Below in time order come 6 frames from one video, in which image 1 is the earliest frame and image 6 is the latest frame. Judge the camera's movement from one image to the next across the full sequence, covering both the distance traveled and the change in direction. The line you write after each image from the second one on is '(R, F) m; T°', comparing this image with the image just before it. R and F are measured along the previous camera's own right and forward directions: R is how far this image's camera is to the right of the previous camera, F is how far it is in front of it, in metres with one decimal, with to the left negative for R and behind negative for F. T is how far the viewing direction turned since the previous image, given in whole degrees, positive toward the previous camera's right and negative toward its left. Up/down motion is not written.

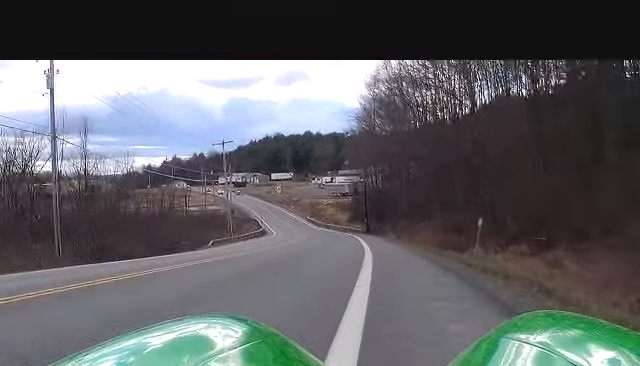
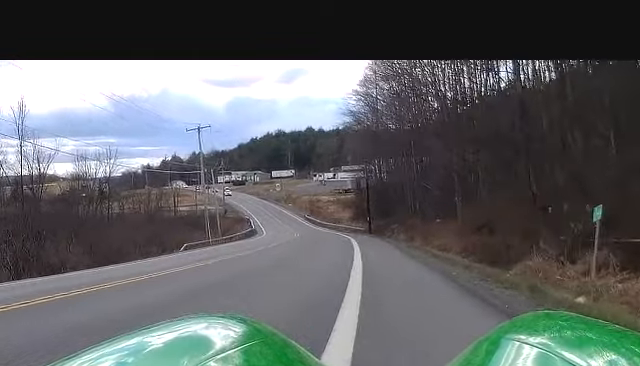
(-0.1, +11.4) m; -2°
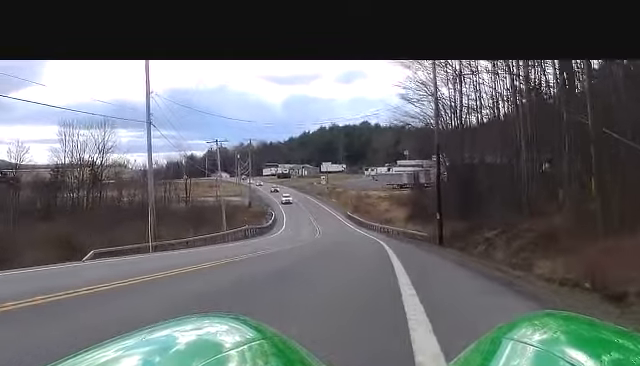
(-0.2, +34.0) m; 0°
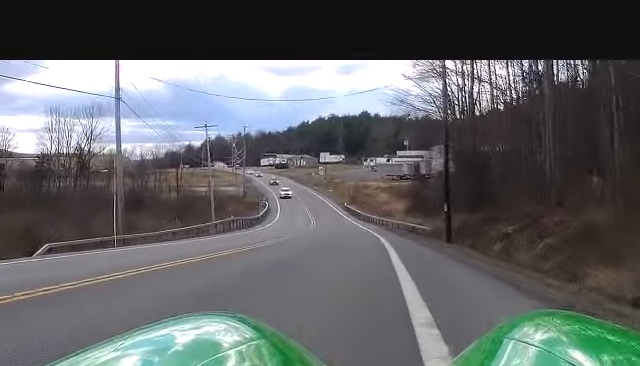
(+0.1, +5.1) m; -1°
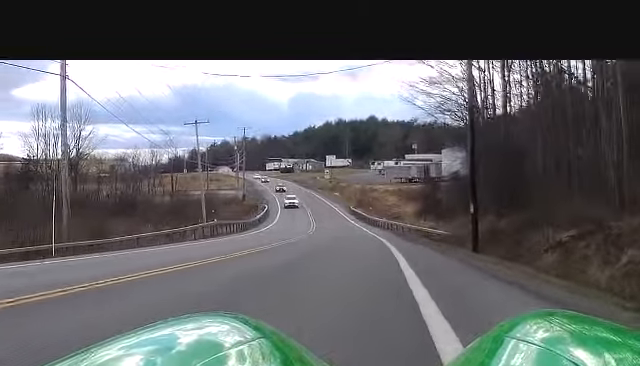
(-0.2, +7.2) m; -2°
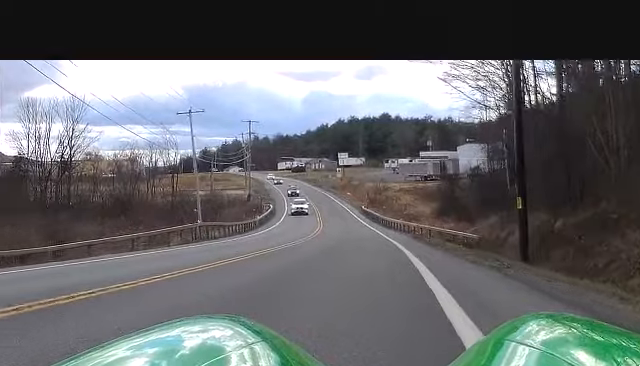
(-0.1, +6.9) m; -1°
